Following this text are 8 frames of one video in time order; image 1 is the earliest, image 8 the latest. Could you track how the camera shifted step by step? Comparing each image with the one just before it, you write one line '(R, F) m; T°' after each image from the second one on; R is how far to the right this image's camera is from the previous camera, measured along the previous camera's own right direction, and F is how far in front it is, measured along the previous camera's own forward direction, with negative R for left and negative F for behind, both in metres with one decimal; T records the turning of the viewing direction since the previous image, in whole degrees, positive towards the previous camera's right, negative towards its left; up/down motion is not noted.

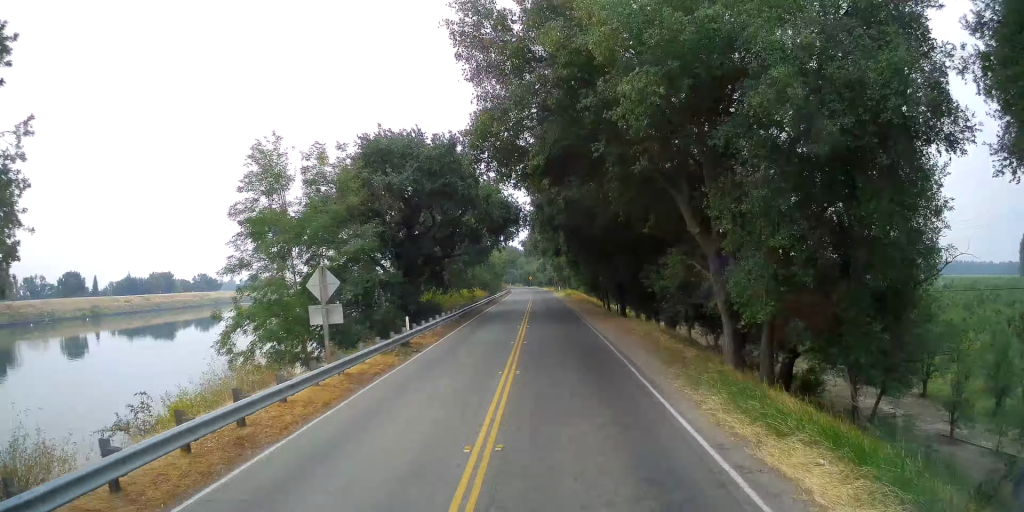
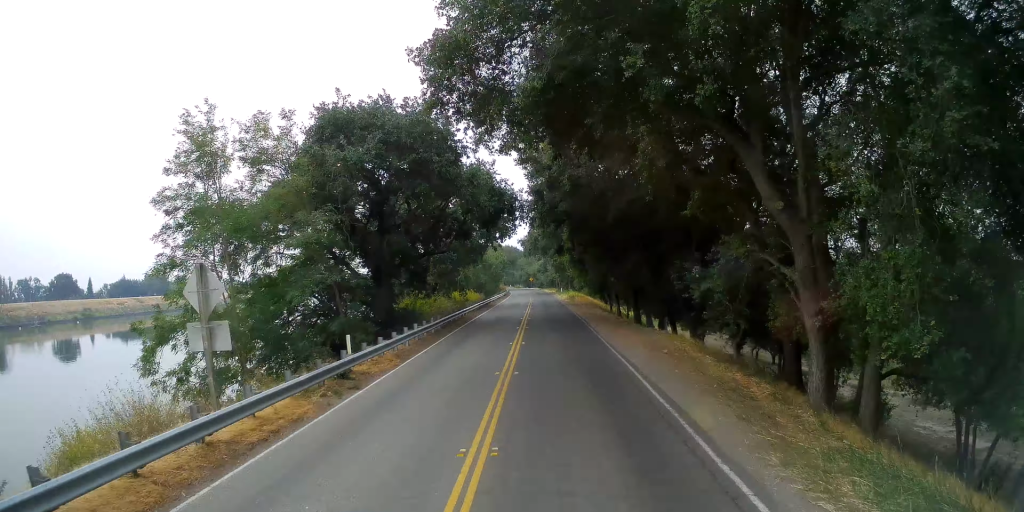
(0.0, +7.3) m; 0°
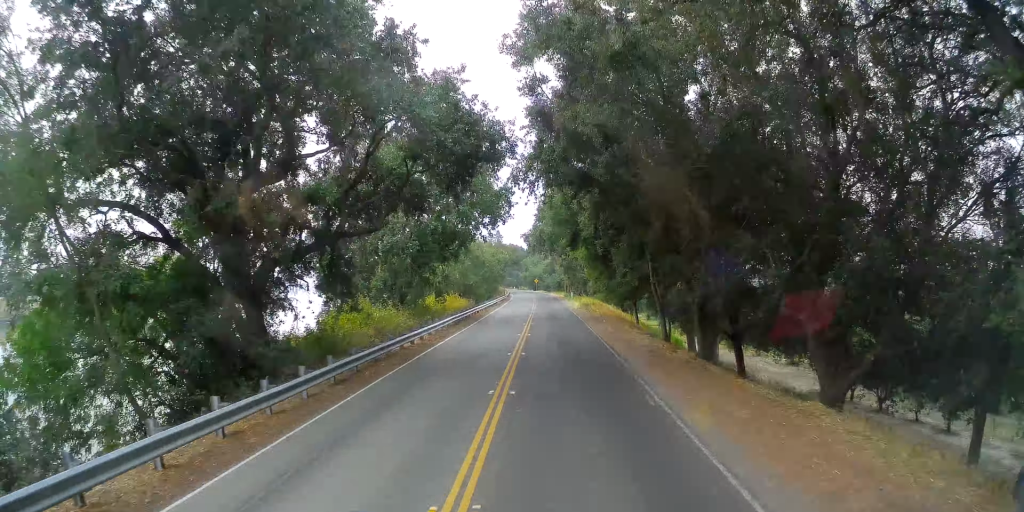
(0.0, +16.2) m; 0°
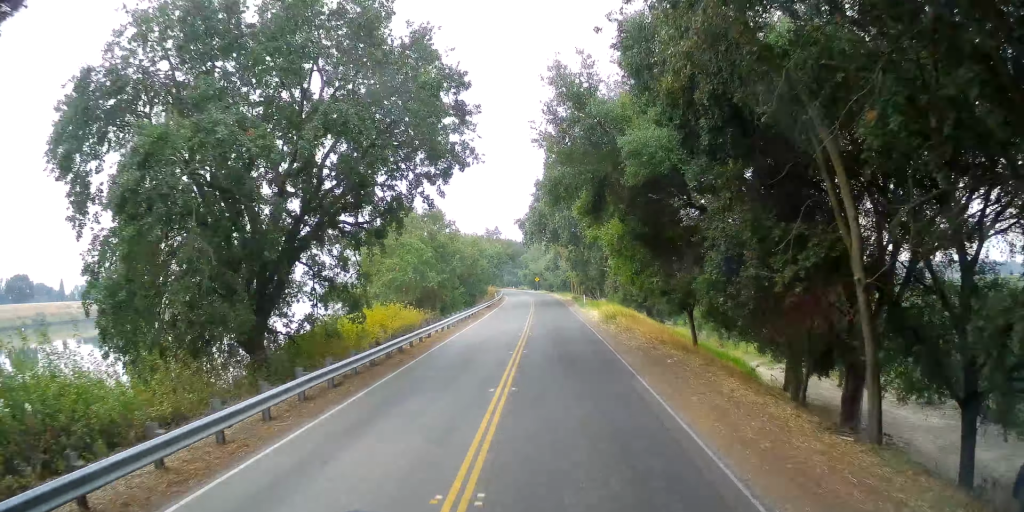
(0.0, +20.3) m; 0°
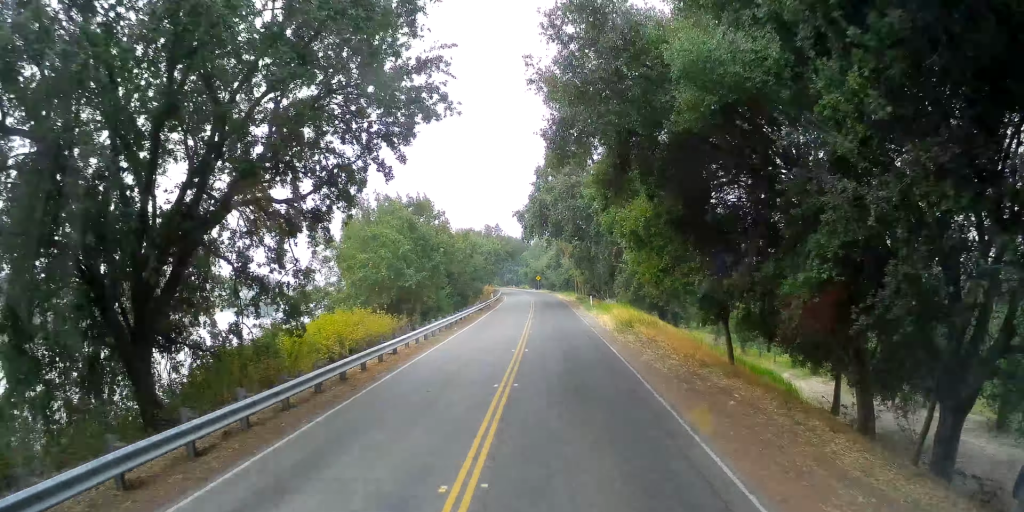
(0.0, +6.8) m; 0°
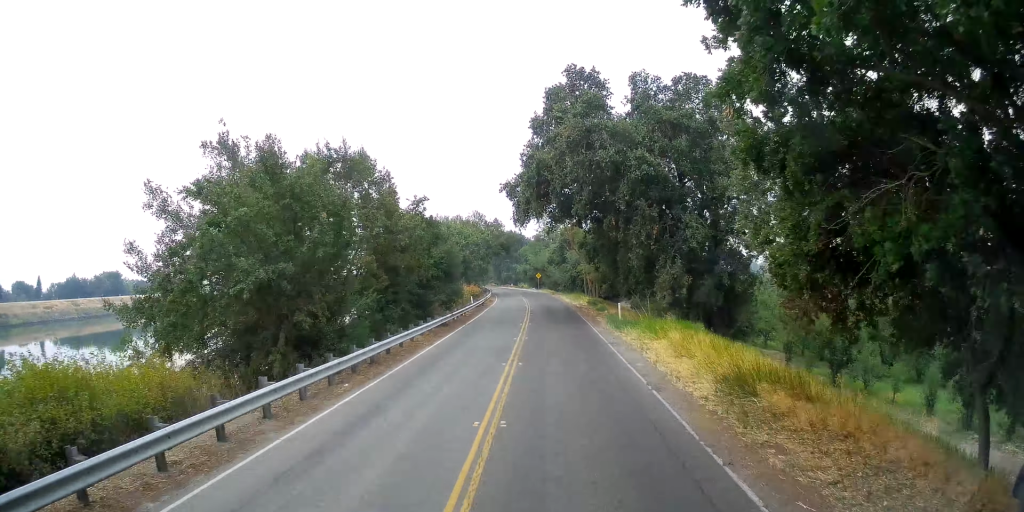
(0.0, +17.2) m; 0°
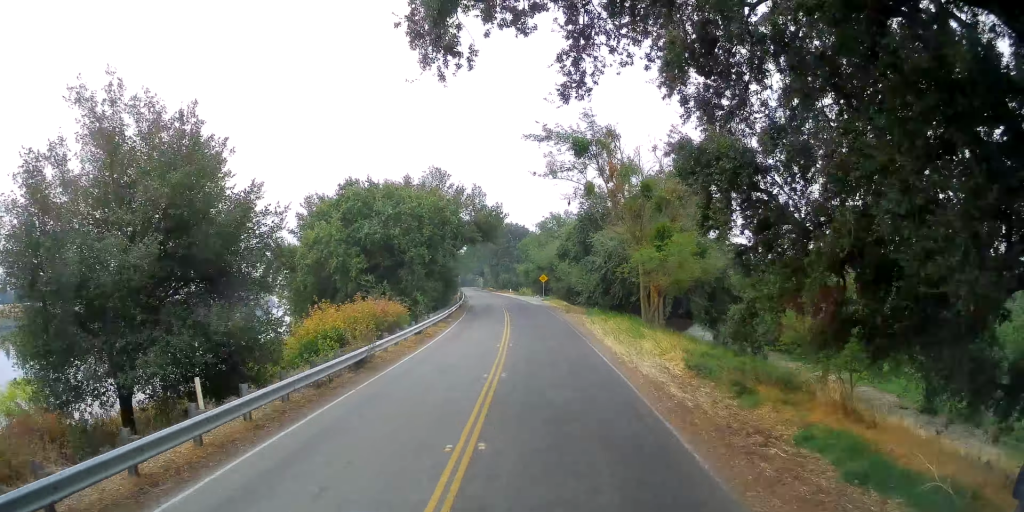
(0.0, +36.7) m; 0°
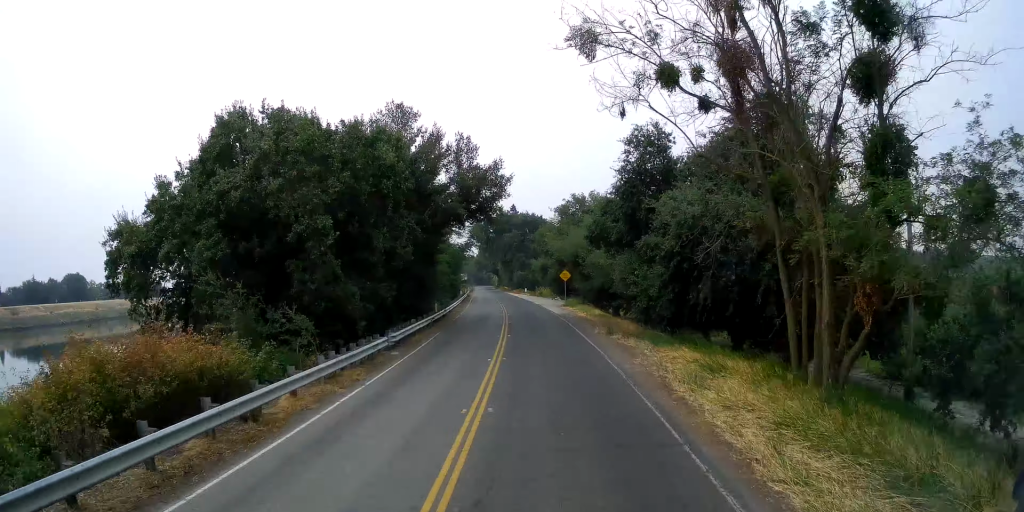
(0.0, +19.3) m; -2°
